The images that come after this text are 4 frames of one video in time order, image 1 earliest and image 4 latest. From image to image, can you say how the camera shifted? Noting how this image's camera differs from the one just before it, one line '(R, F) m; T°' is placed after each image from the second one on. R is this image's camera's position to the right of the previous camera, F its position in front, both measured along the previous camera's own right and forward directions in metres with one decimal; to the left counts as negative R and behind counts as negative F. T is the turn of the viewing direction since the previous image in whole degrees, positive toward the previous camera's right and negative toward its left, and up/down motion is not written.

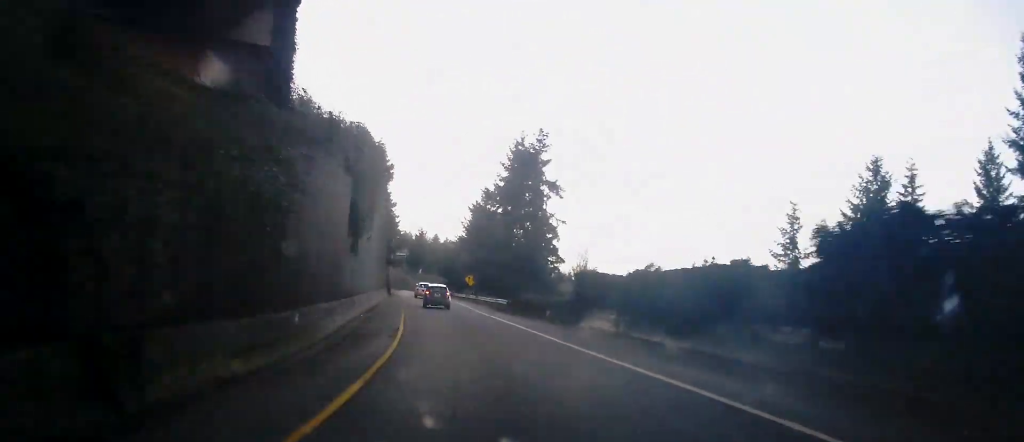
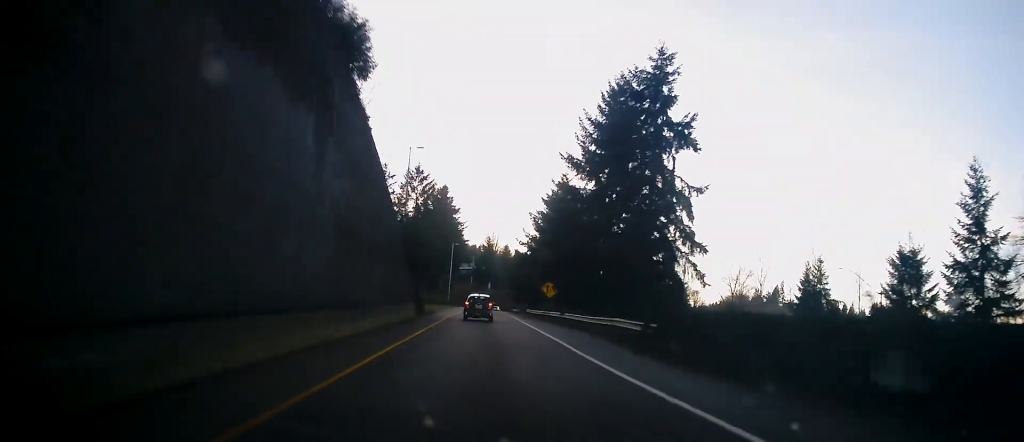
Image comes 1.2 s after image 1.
(-2.2, +23.3) m; -10°
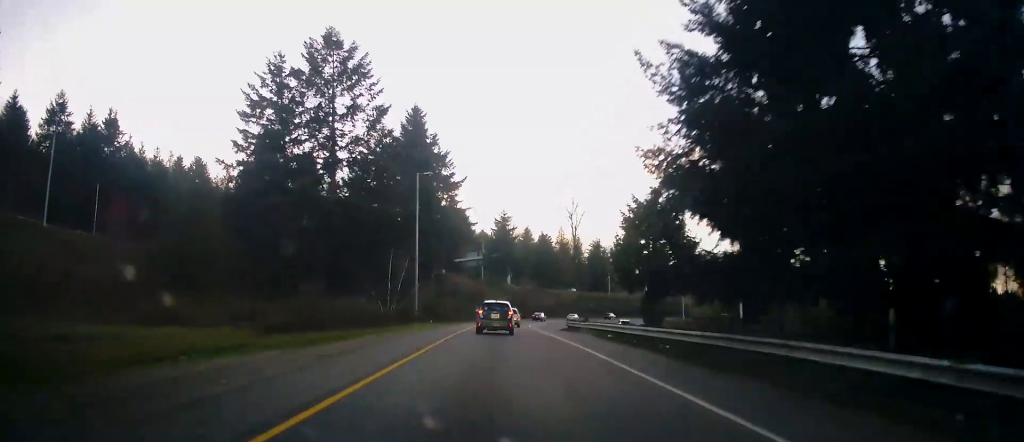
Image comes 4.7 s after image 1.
(-8.7, +69.1) m; -10°
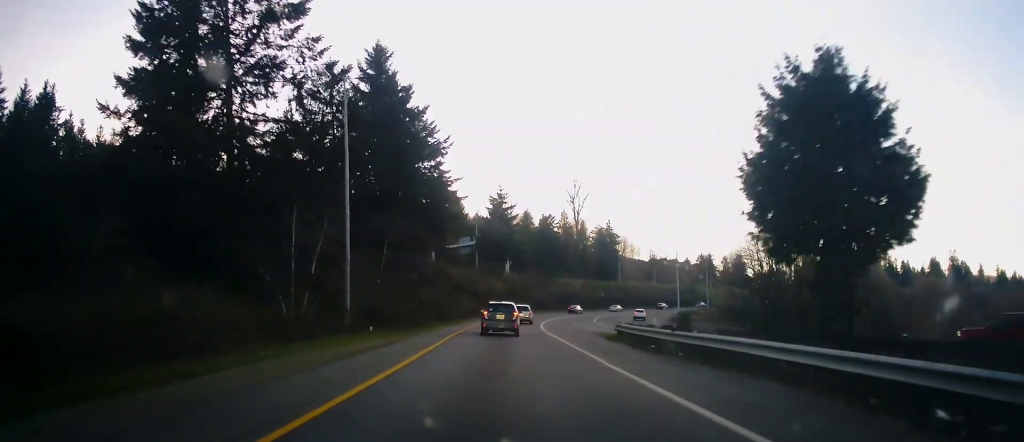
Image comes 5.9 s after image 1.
(+0.2, +21.7) m; 0°
